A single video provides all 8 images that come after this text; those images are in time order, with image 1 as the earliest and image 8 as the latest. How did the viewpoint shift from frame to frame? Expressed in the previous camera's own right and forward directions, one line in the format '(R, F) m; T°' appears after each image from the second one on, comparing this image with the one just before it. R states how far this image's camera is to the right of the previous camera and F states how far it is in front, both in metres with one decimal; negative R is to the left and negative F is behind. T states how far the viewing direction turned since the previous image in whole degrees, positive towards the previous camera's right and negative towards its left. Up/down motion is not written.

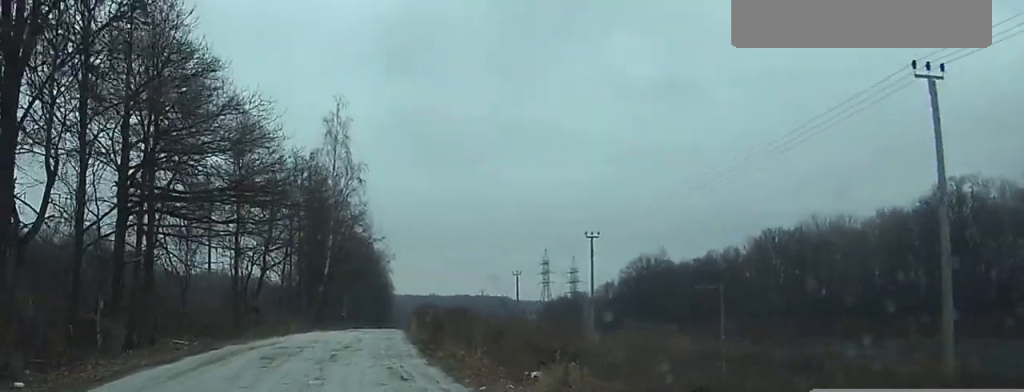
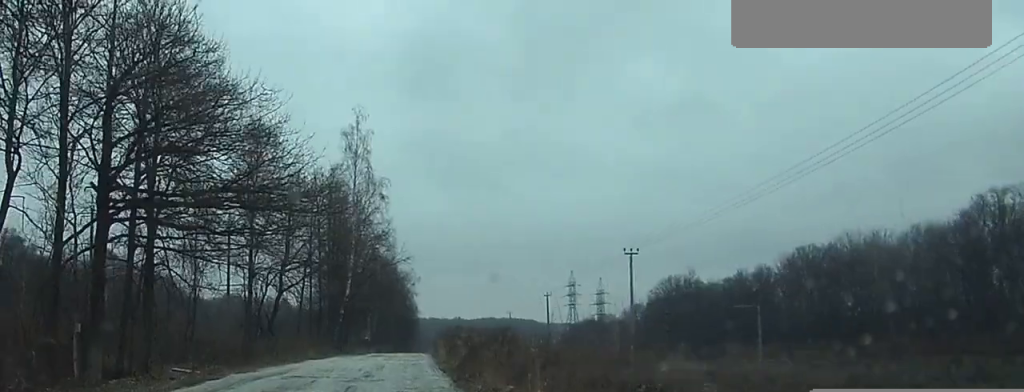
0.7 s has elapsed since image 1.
(0.0, +3.9) m; 0°
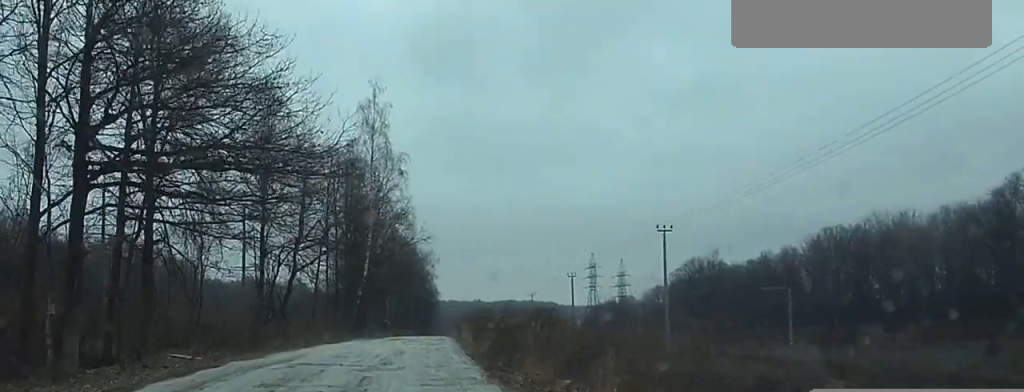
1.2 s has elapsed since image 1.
(0.0, +3.0) m; 0°
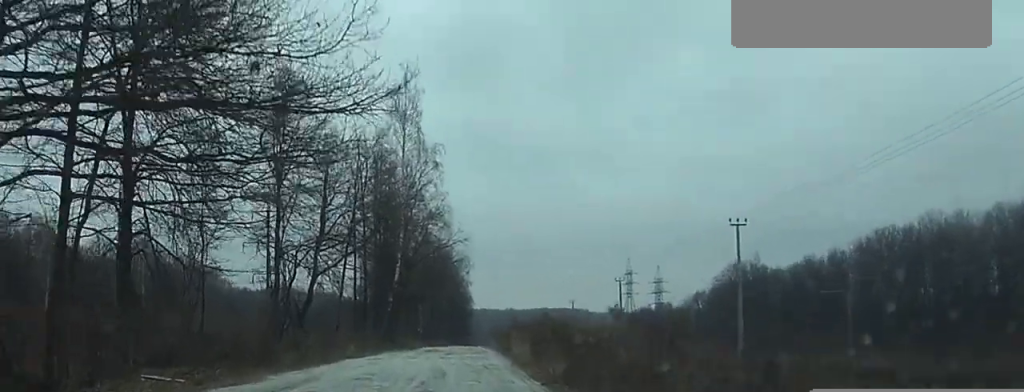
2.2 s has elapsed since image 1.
(0.0, +6.4) m; -1°
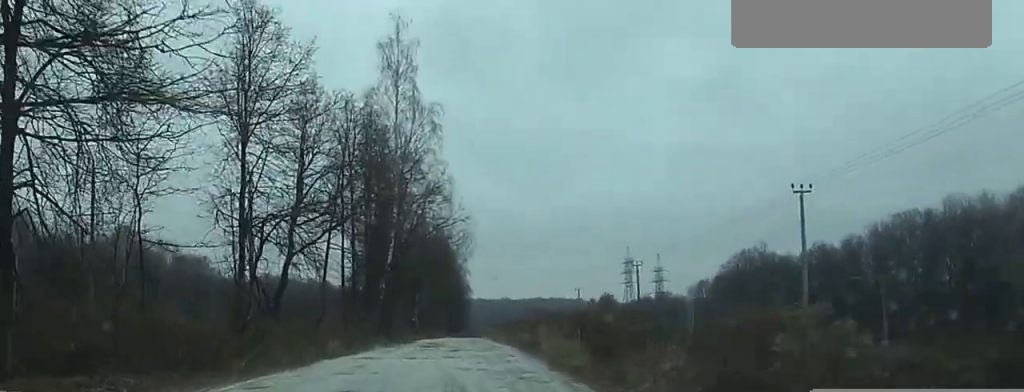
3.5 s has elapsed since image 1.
(-0.1, +8.0) m; 0°
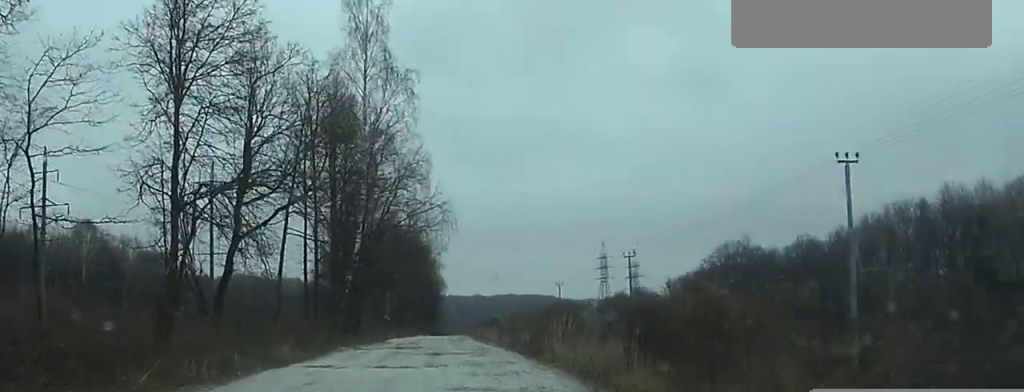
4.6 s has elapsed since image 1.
(+0.1, +6.5) m; 0°
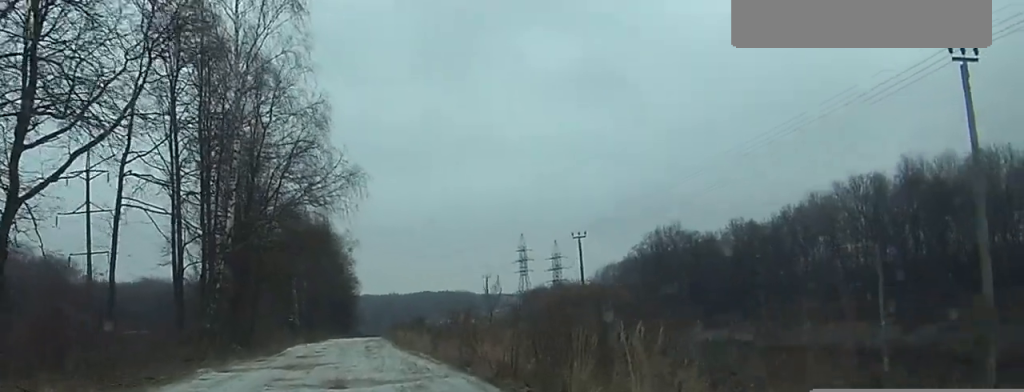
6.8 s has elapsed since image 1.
(-0.3, +12.4) m; +1°
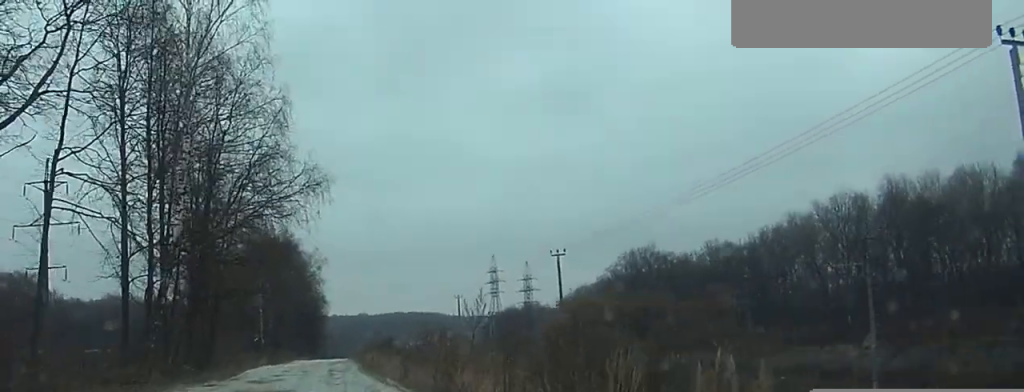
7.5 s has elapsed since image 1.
(+0.4, +3.2) m; +1°
